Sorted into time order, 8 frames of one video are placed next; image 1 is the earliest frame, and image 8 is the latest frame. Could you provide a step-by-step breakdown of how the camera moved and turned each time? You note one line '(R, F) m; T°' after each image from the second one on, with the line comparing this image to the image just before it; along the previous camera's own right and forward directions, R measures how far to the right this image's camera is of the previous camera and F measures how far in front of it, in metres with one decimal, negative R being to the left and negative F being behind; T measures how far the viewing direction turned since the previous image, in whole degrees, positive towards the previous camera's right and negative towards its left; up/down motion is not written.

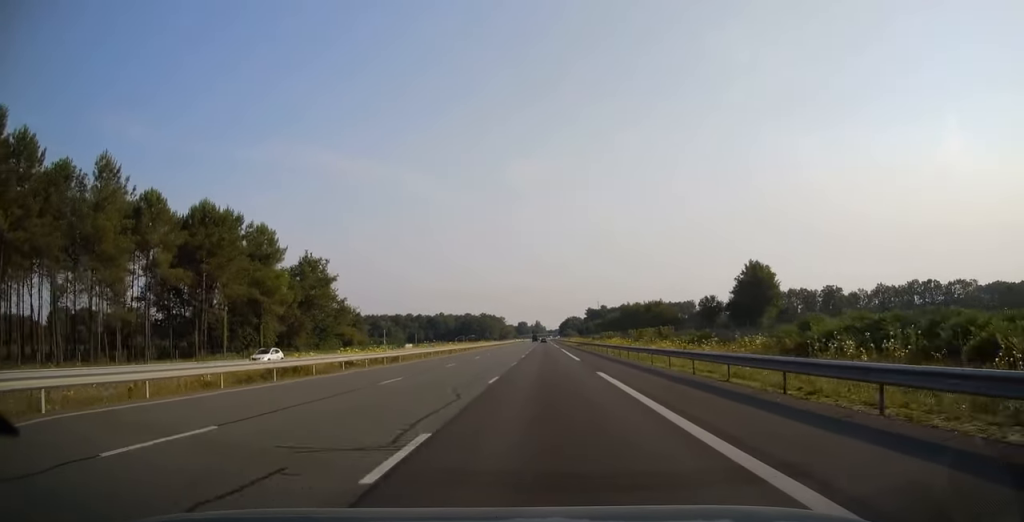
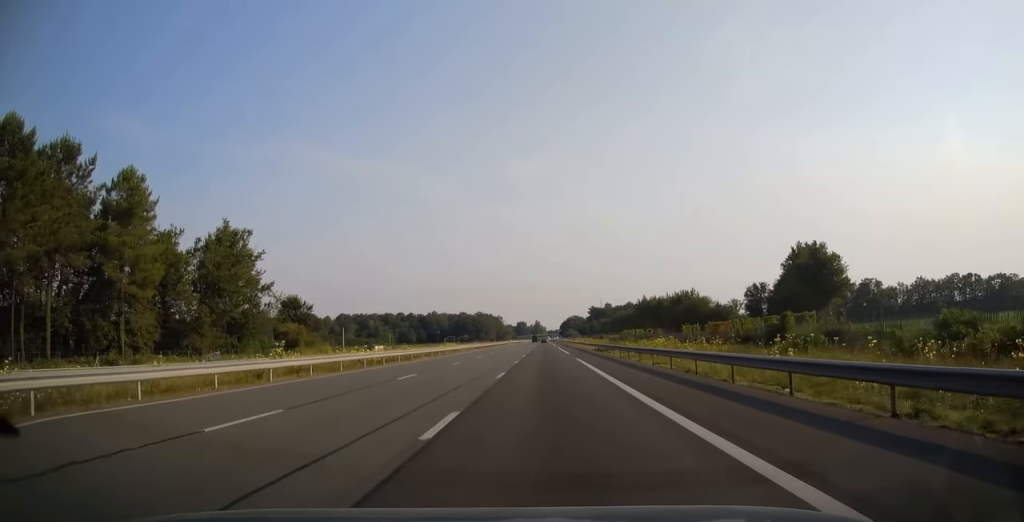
(-0.1, +36.4) m; 0°
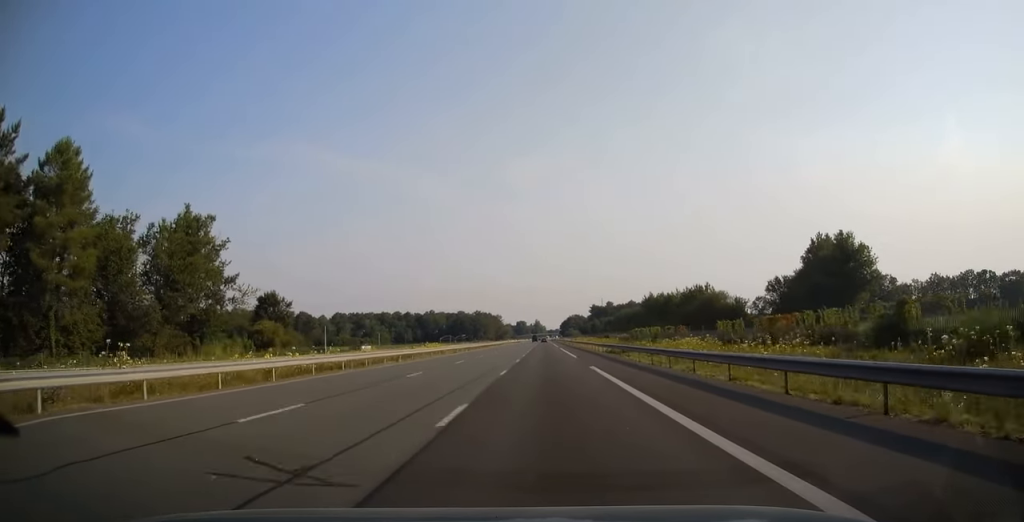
(0.0, +11.8) m; 0°
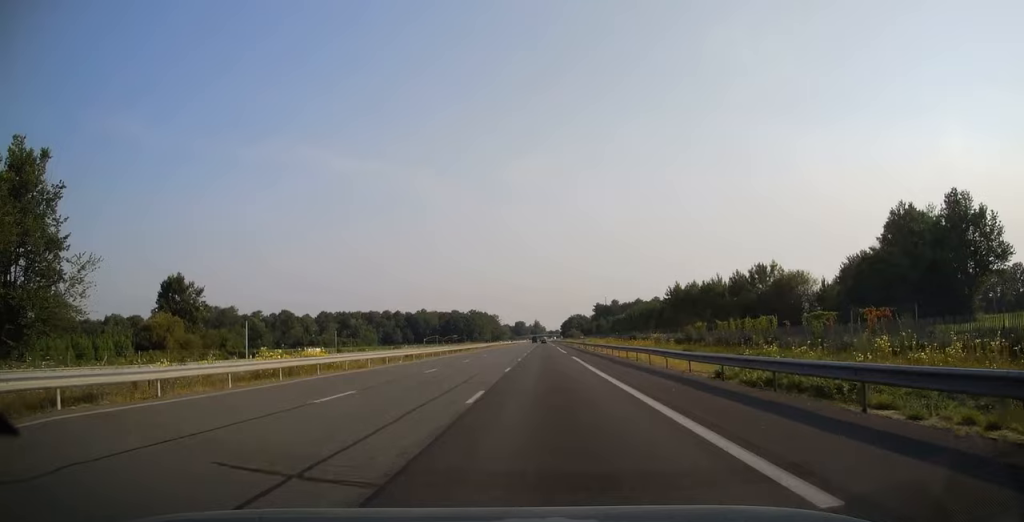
(0.0, +35.3) m; 0°
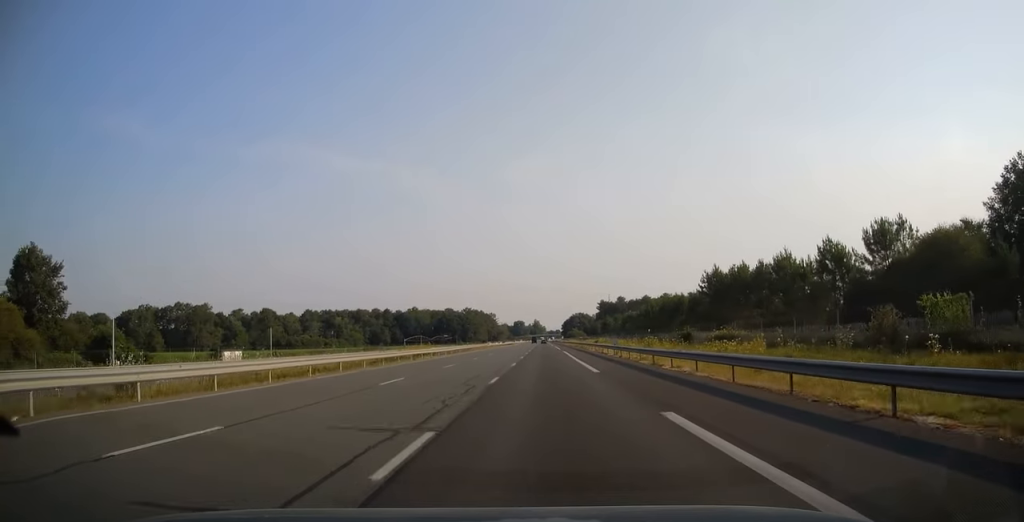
(0.0, +32.9) m; 0°
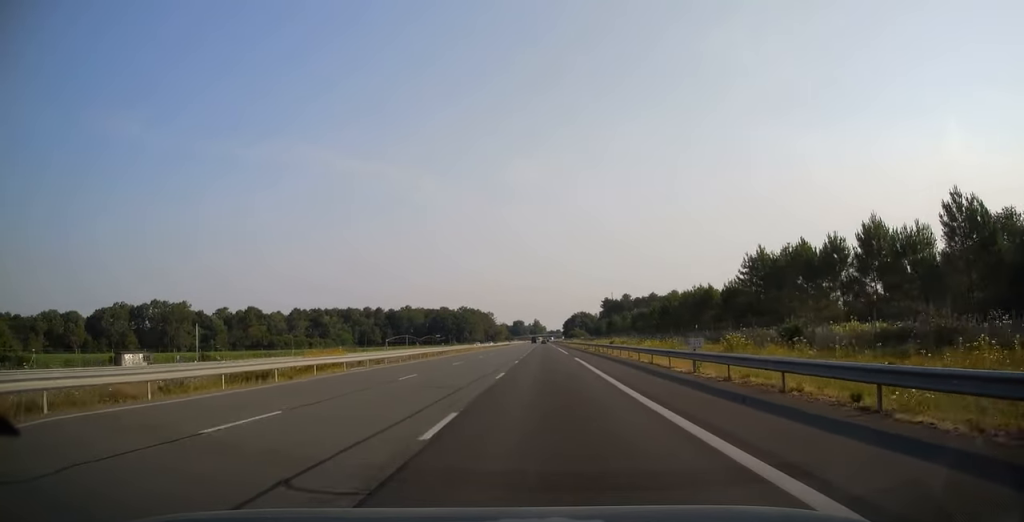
(0.0, +23.6) m; 0°
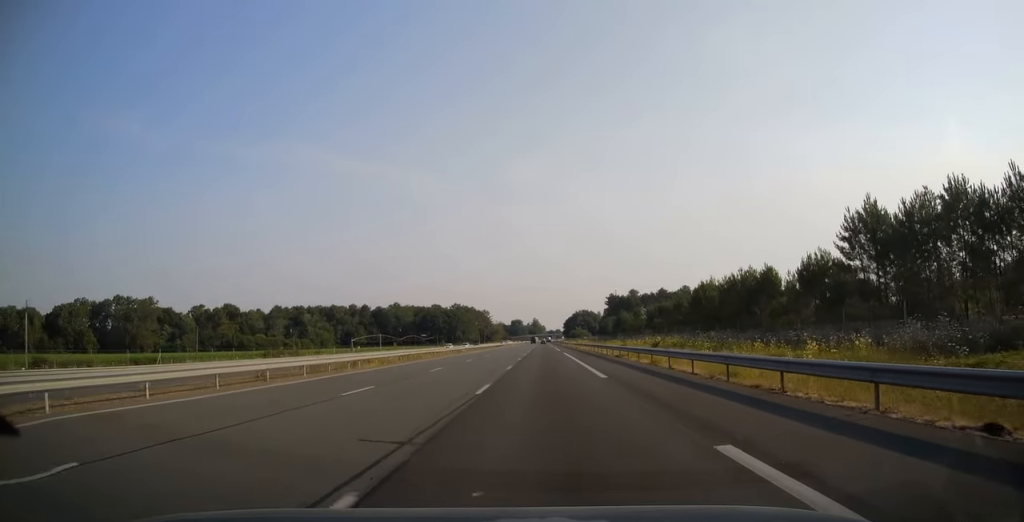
(0.0, +31.9) m; 0°
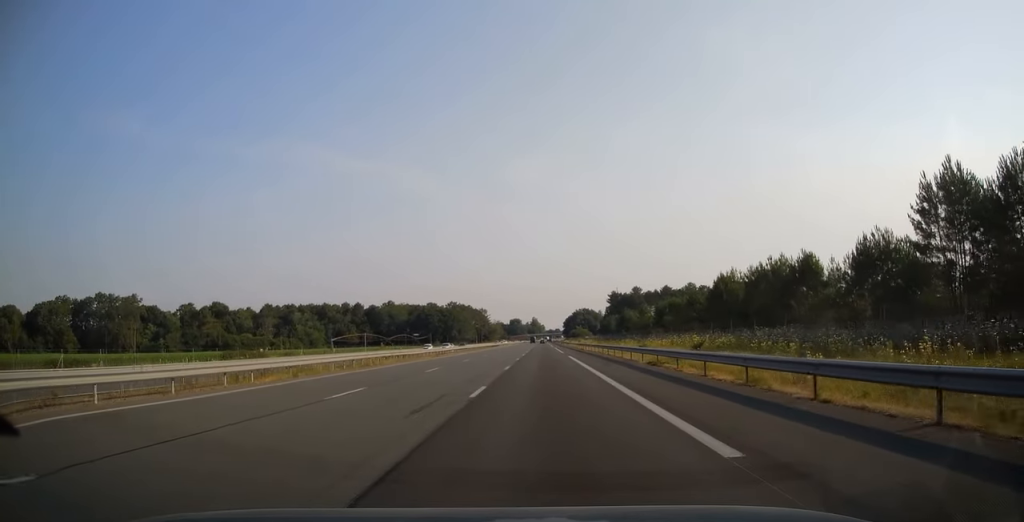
(0.0, +13.7) m; 0°
